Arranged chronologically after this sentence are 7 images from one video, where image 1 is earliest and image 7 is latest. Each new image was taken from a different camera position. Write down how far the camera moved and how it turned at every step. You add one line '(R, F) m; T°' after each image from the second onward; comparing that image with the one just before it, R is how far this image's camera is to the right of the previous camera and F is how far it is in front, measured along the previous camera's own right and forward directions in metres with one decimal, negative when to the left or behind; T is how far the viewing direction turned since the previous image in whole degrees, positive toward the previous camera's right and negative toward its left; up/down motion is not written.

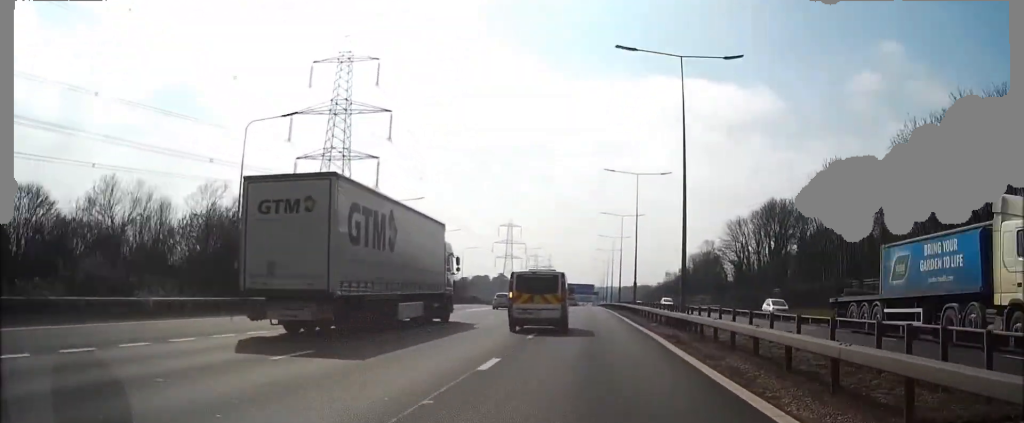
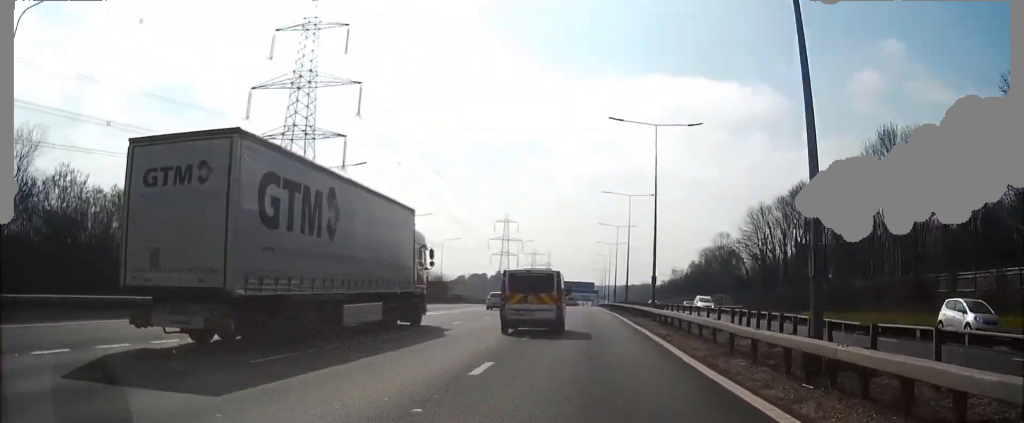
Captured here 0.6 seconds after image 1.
(0.0, +19.4) m; 0°
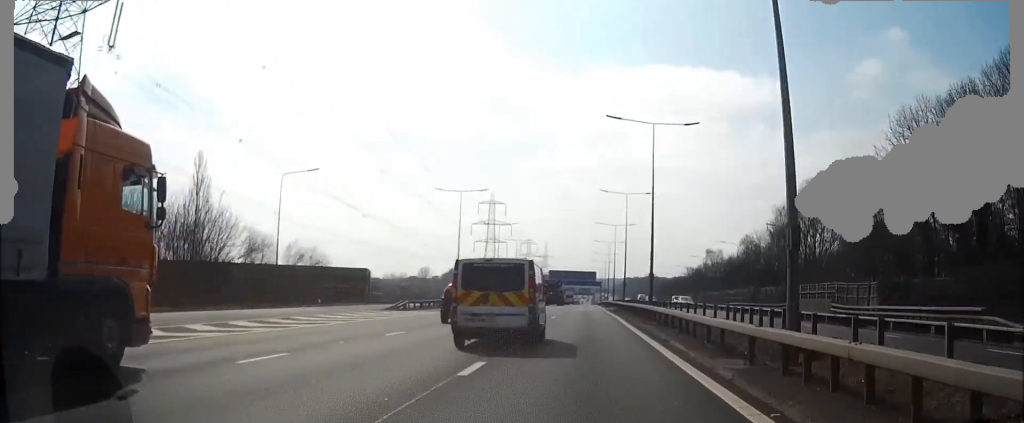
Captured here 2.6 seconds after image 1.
(-0.3, +64.5) m; 0°
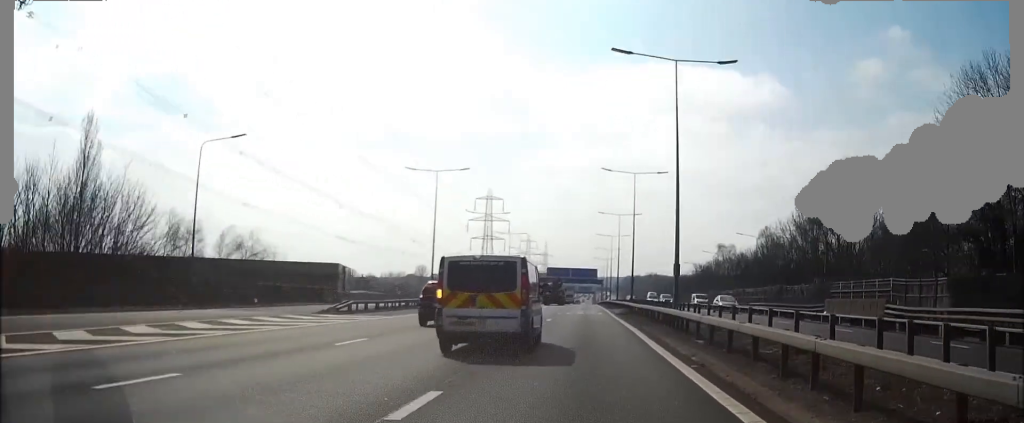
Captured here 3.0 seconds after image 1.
(0.0, +13.2) m; 0°
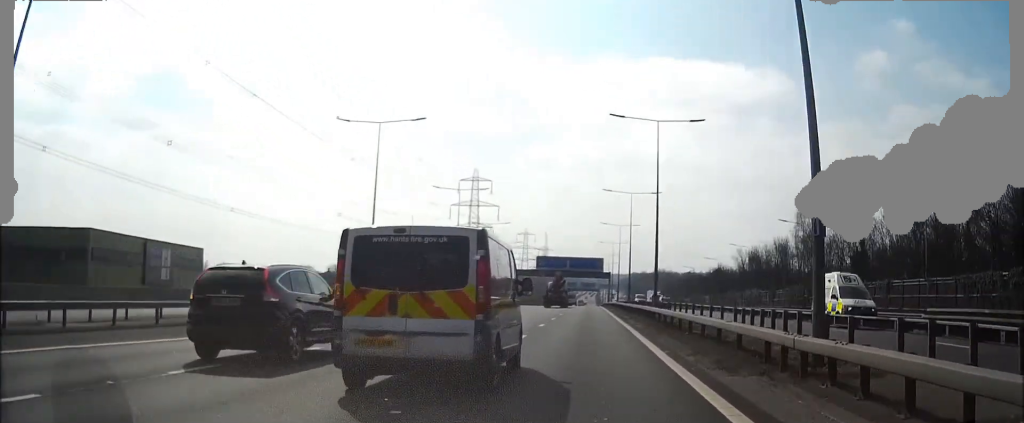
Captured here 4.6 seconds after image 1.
(-0.1, +53.0) m; 0°
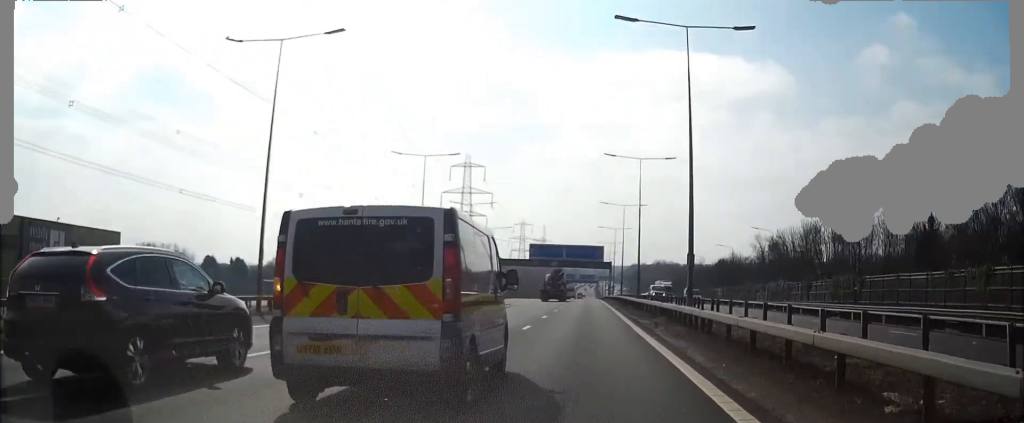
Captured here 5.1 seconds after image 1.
(0.0, +15.7) m; 0°
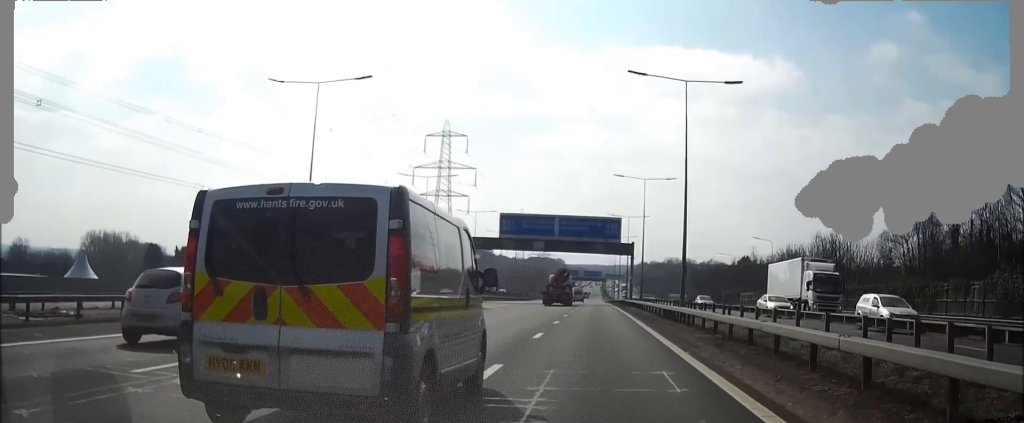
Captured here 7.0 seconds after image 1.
(0.0, +56.1) m; 0°
